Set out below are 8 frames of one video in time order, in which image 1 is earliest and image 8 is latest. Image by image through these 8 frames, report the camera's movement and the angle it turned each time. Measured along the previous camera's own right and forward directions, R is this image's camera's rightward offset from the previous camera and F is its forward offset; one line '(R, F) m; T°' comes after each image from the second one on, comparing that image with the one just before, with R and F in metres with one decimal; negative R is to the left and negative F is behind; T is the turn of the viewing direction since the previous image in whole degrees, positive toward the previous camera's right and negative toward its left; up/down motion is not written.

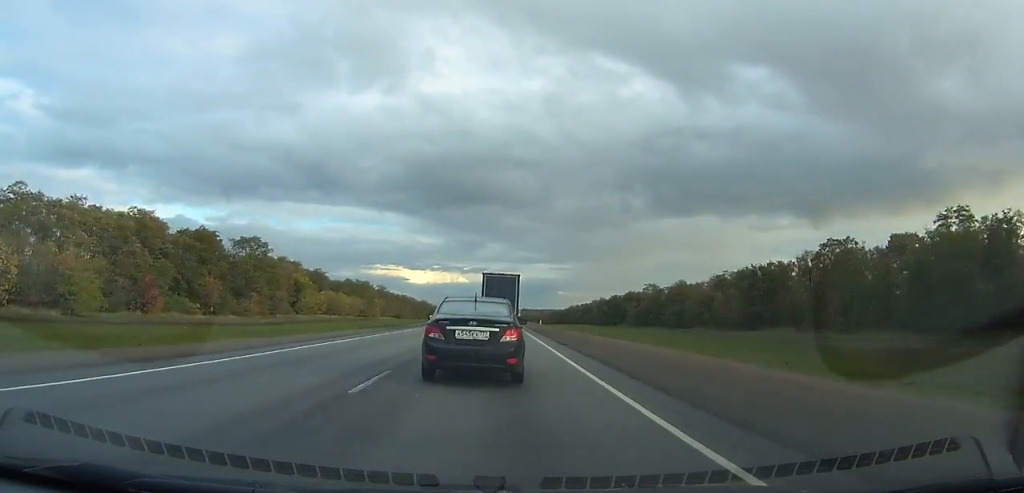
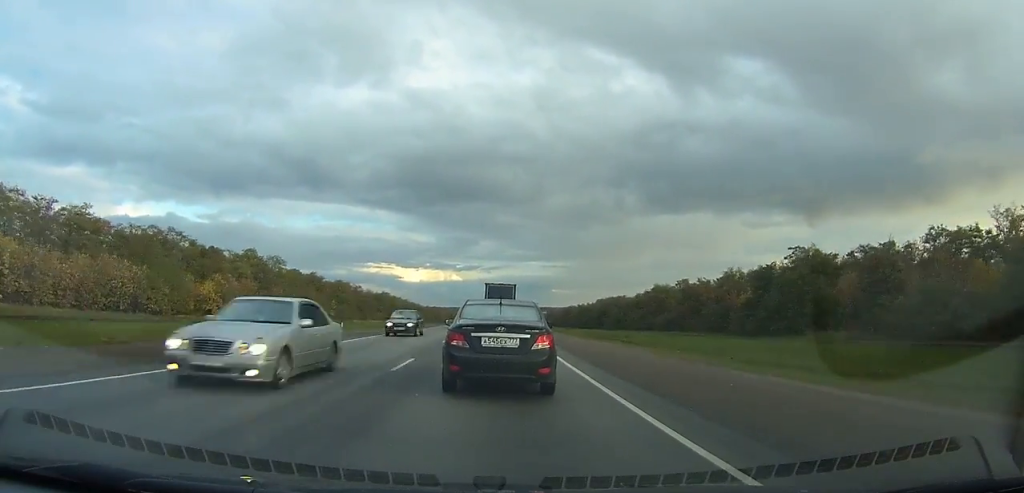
(-0.1, +118.0) m; 0°
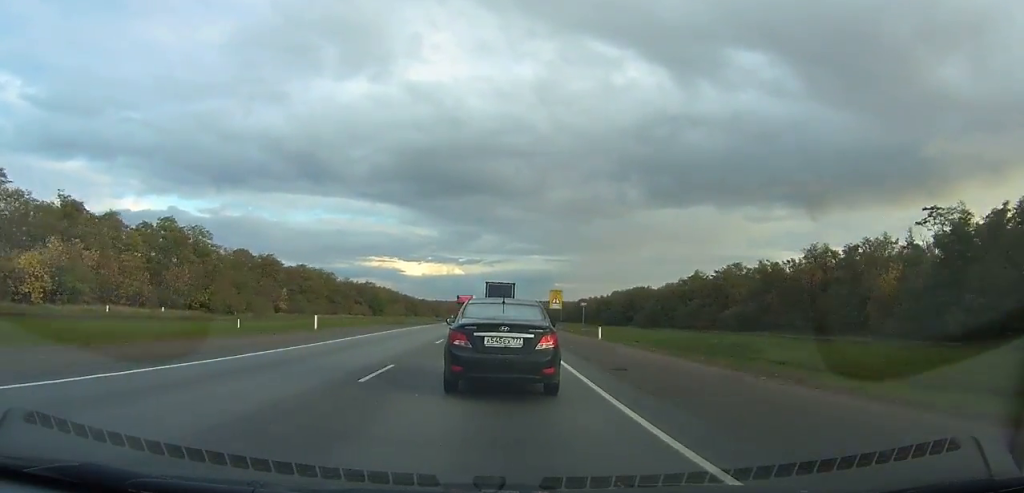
(0.0, +37.1) m; 0°
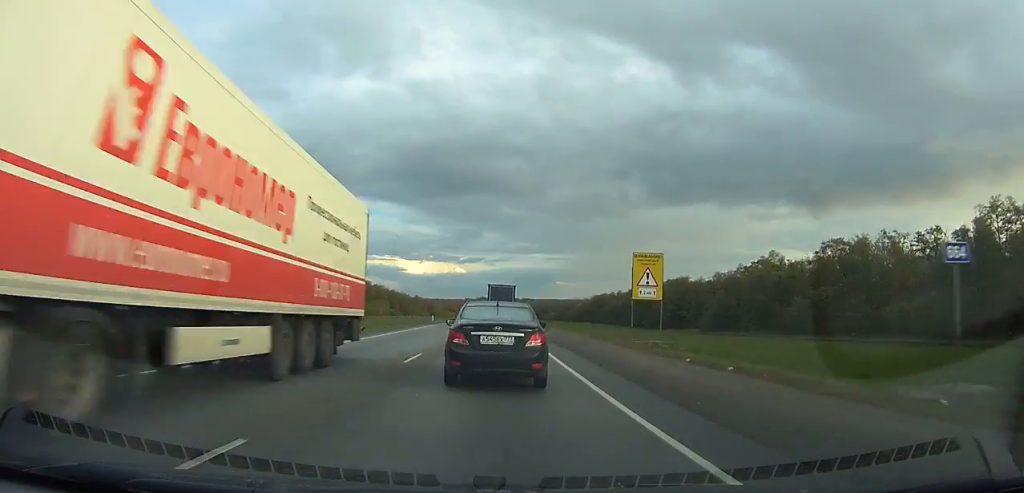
(0.0, +43.5) m; 0°
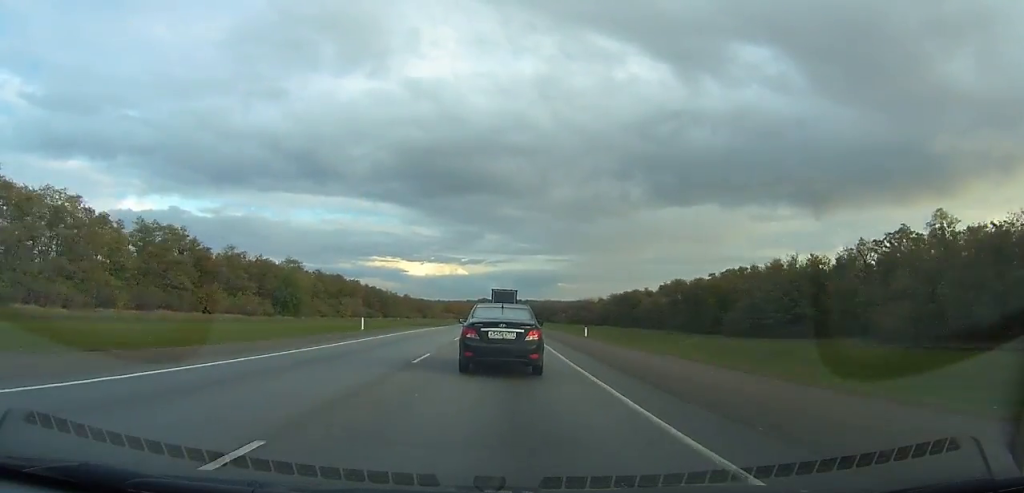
(-0.2, +48.7) m; 0°
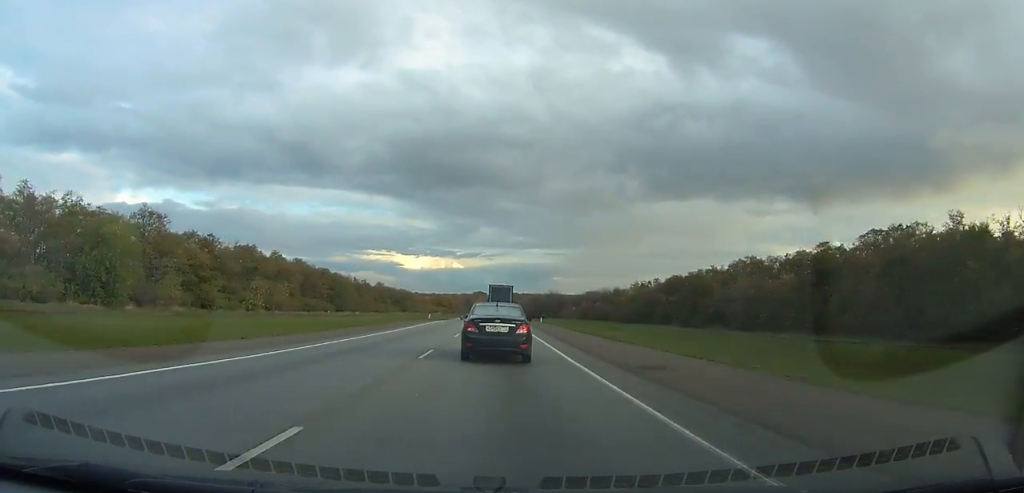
(+0.2, +59.1) m; 0°
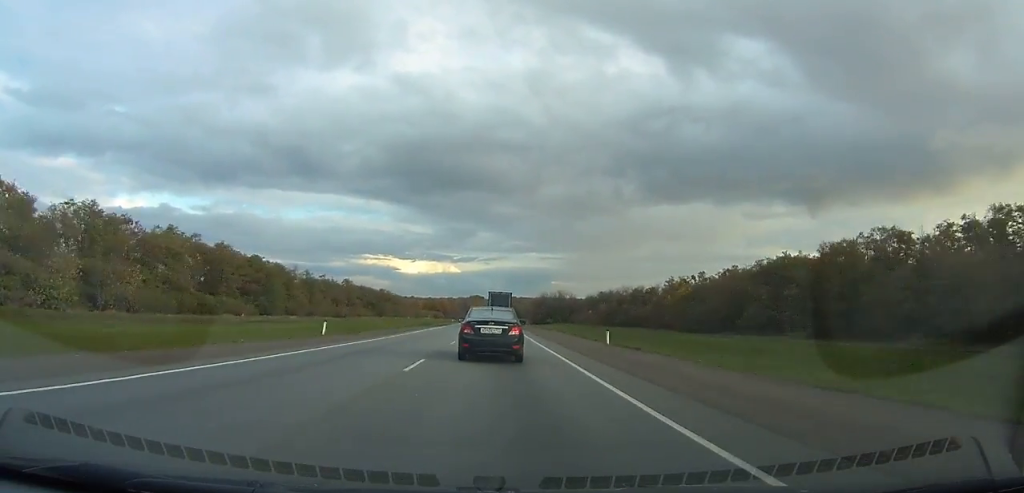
(+0.2, +50.1) m; 0°
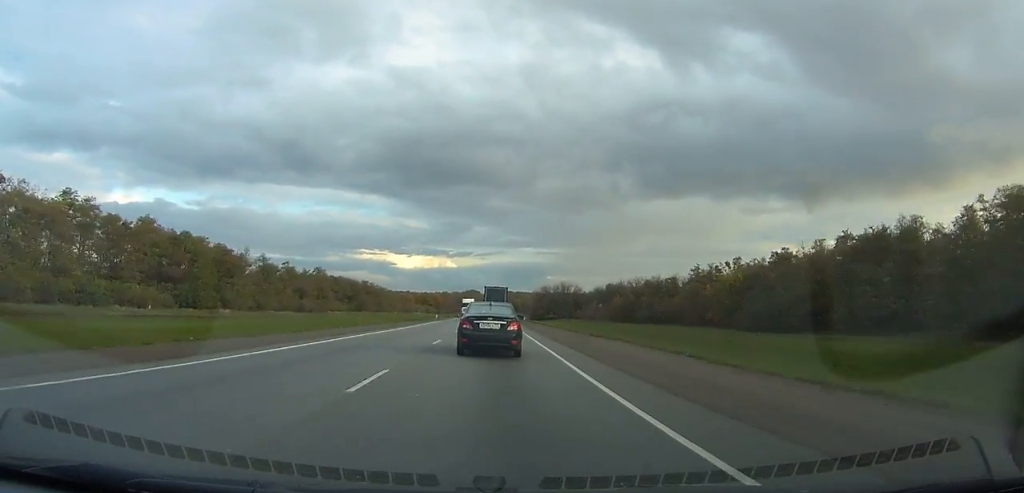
(0.0, +26.4) m; 0°
